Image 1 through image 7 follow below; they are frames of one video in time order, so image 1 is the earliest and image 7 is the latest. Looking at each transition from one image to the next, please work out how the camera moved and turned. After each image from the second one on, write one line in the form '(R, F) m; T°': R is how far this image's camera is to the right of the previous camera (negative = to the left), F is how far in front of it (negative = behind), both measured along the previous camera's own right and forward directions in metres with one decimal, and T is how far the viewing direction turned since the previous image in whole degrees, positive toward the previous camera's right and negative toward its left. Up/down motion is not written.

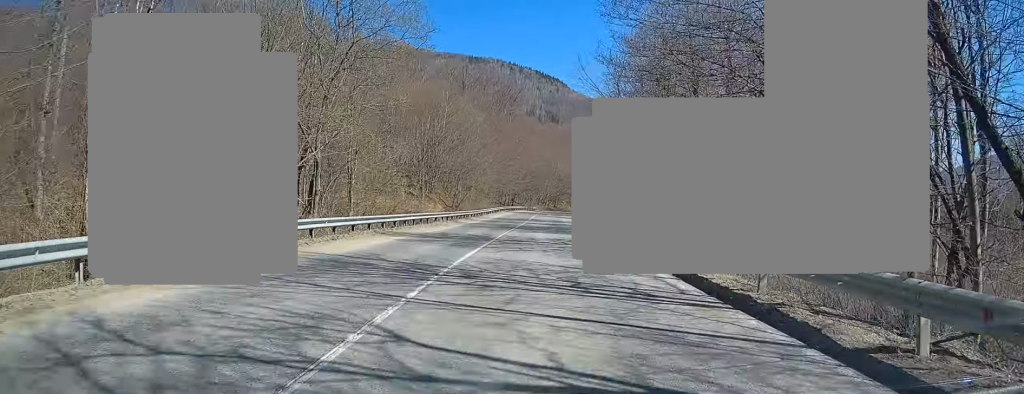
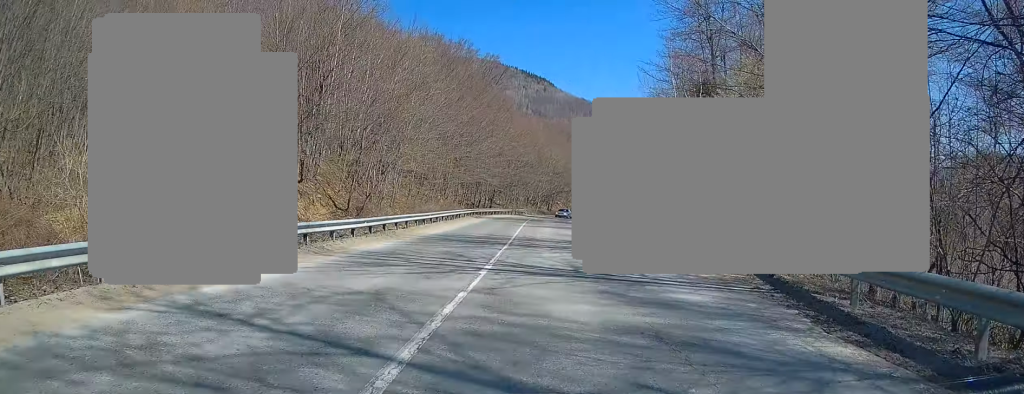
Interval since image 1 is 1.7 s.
(+0.1, +34.5) m; +1°
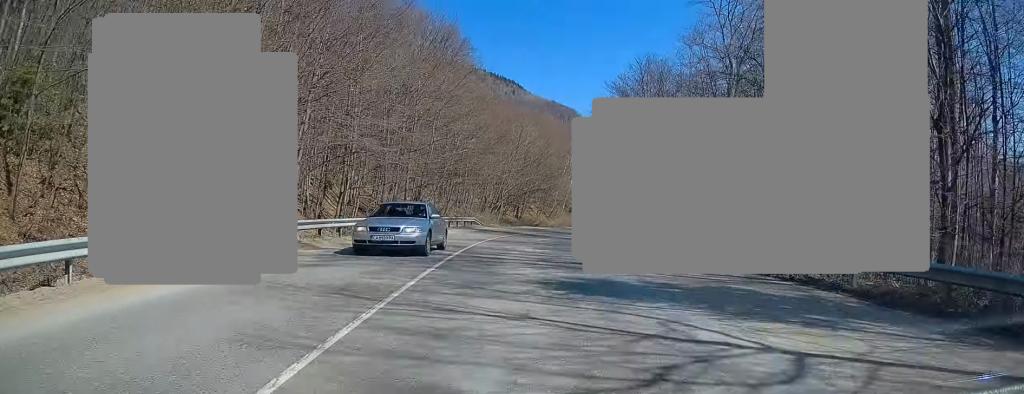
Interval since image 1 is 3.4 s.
(+1.2, +35.9) m; +3°
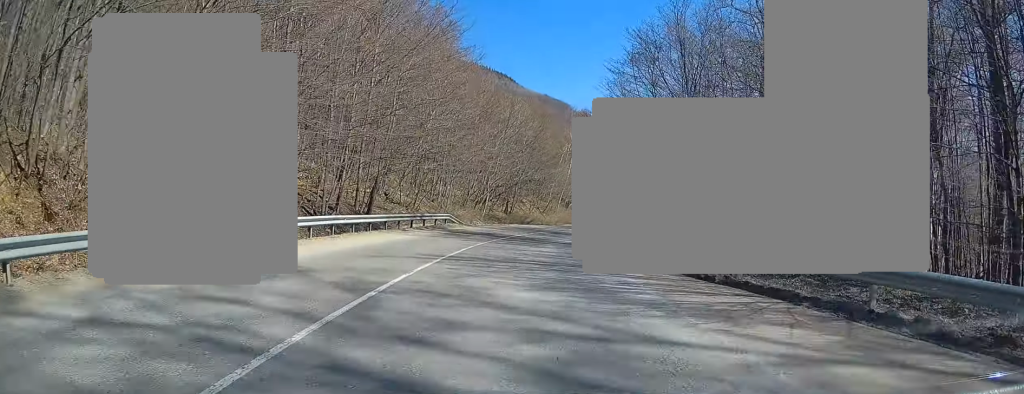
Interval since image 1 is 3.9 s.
(0.0, +11.1) m; +1°
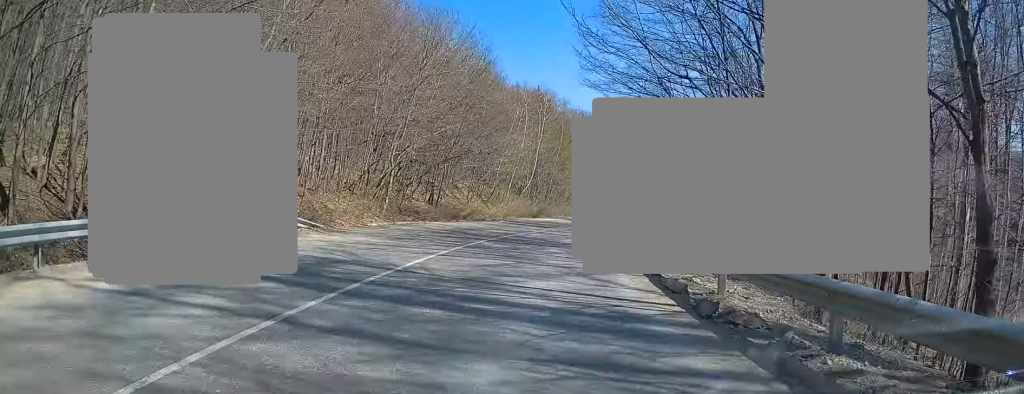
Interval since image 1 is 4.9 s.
(+0.5, +20.9) m; +4°
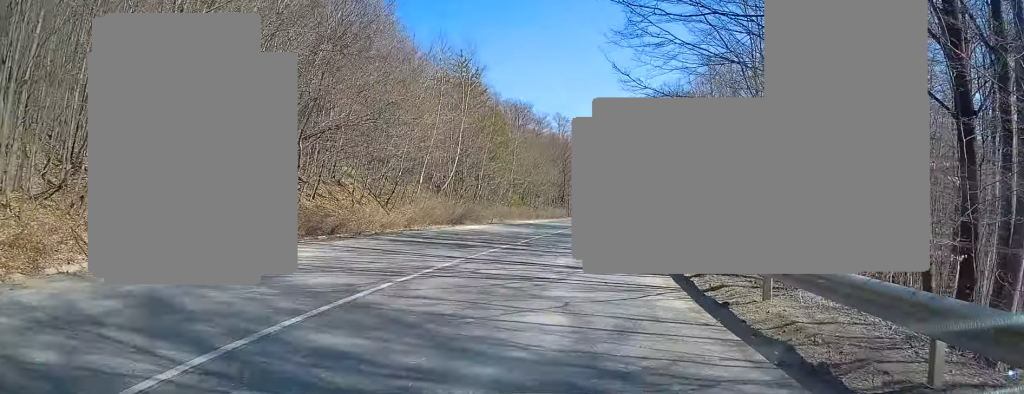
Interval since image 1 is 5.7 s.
(+0.4, +17.0) m; +5°
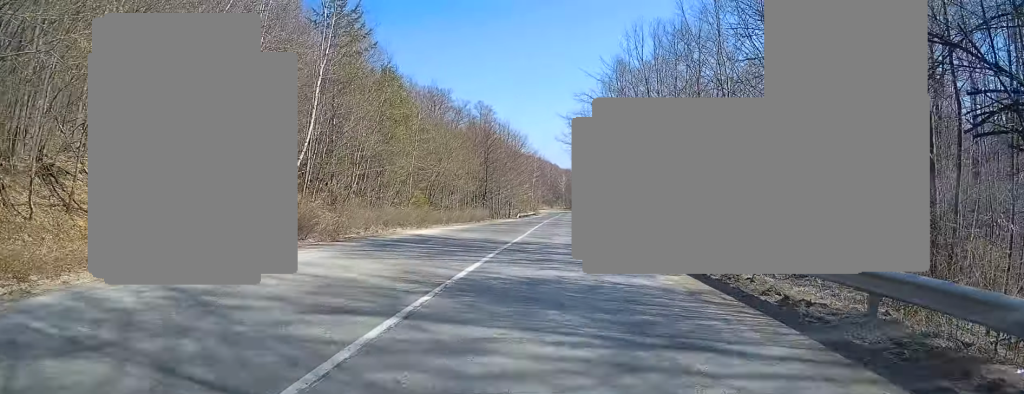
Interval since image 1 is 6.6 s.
(+1.3, +18.6) m; +6°
